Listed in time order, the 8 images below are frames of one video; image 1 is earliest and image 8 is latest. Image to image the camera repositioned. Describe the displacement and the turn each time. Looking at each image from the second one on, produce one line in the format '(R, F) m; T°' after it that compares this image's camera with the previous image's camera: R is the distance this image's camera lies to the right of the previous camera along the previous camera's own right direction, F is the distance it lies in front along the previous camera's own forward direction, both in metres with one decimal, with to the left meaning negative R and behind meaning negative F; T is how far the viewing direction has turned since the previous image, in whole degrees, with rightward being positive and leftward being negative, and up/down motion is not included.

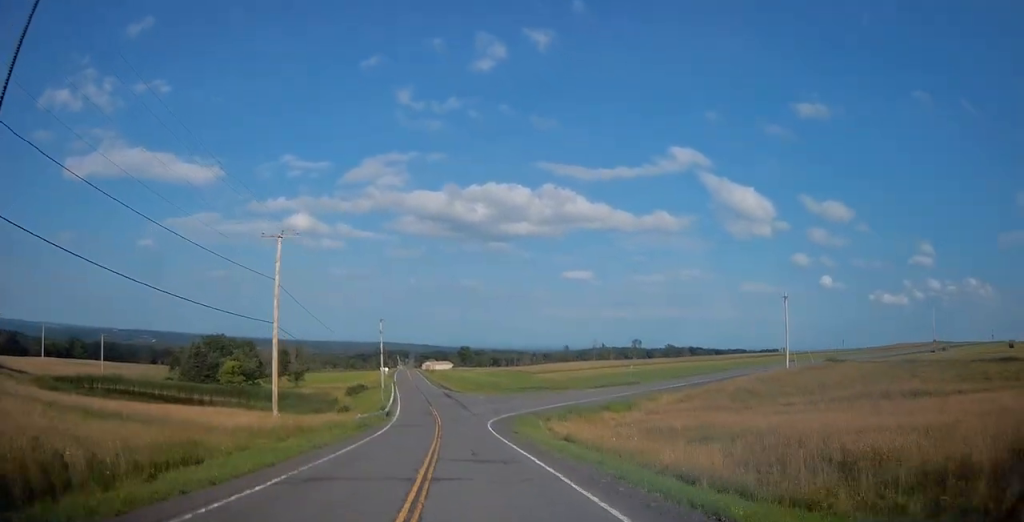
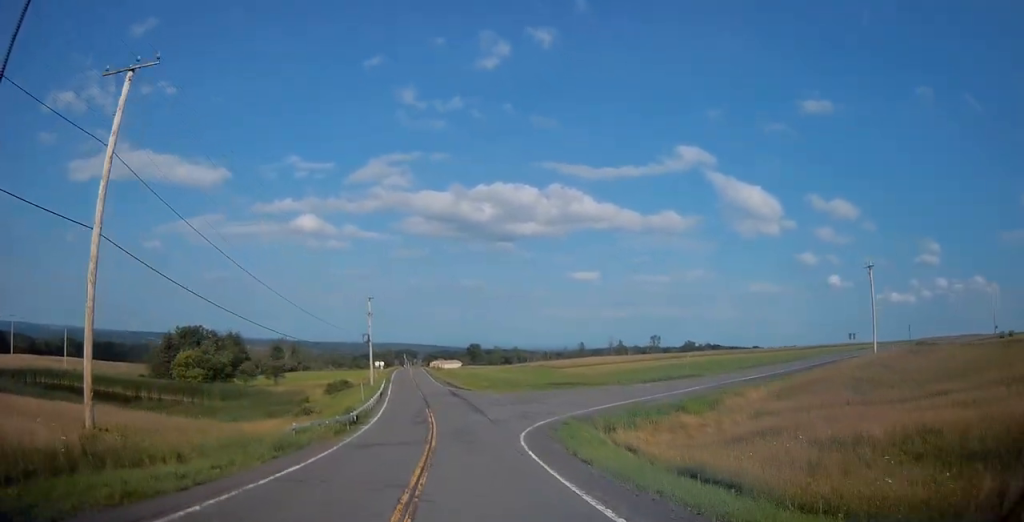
(0.0, +19.2) m; -1°
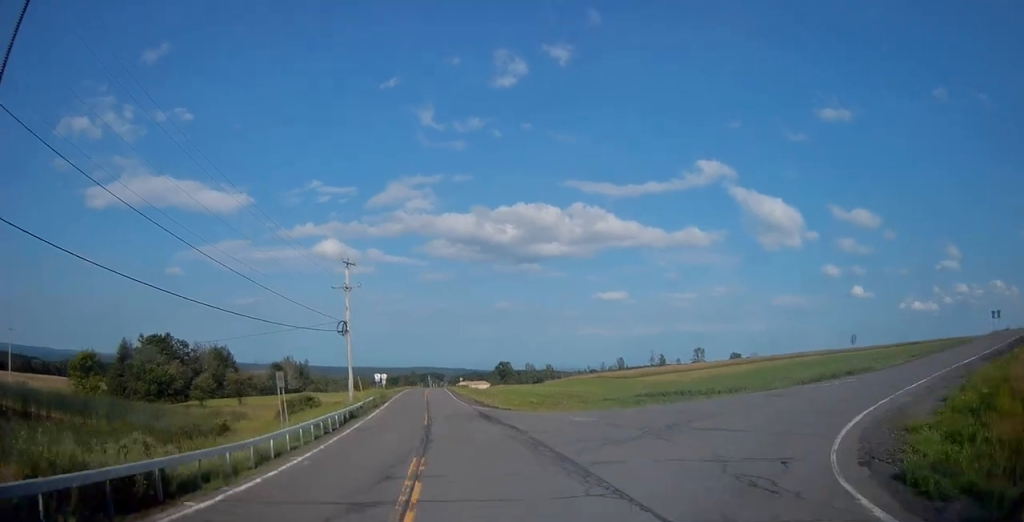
(-0.5, +27.5) m; -3°
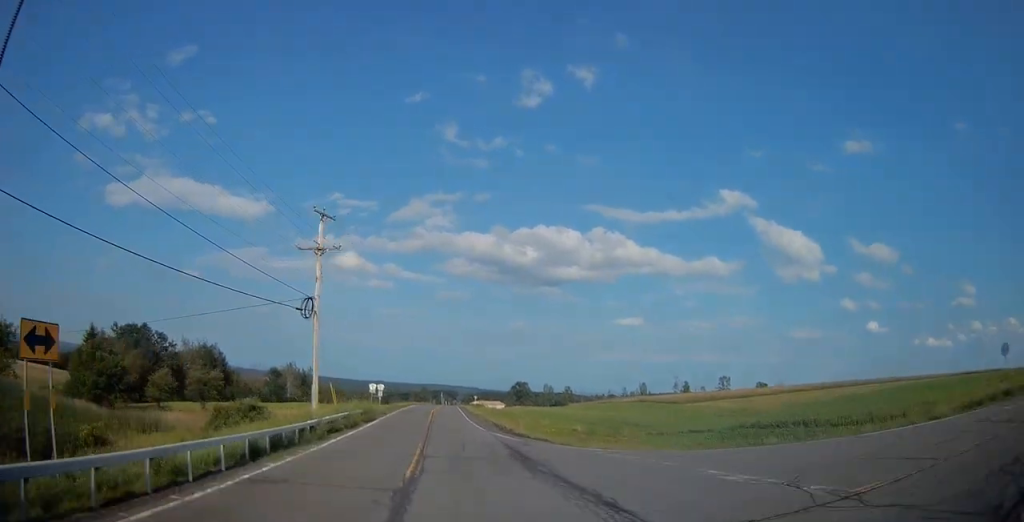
(-0.2, +14.7) m; -1°
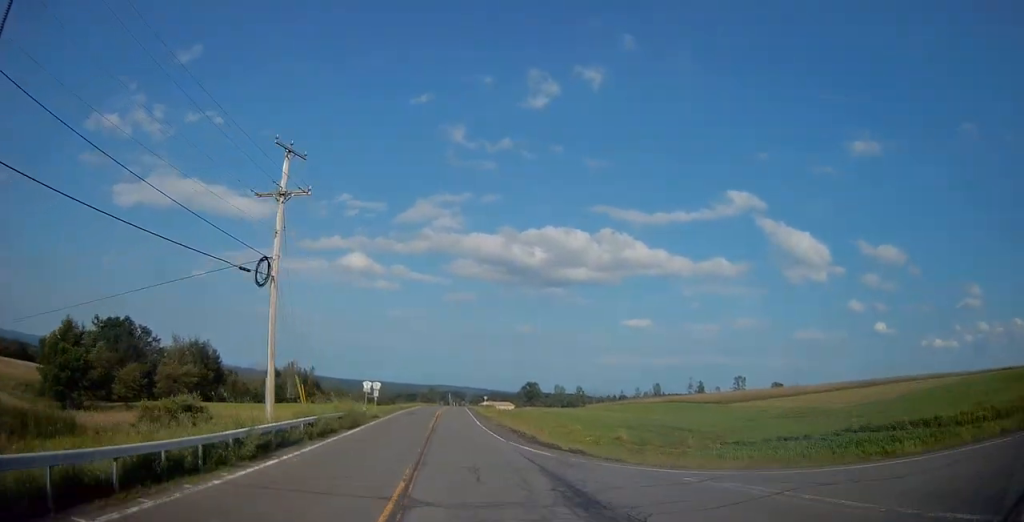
(-0.2, +8.5) m; 0°
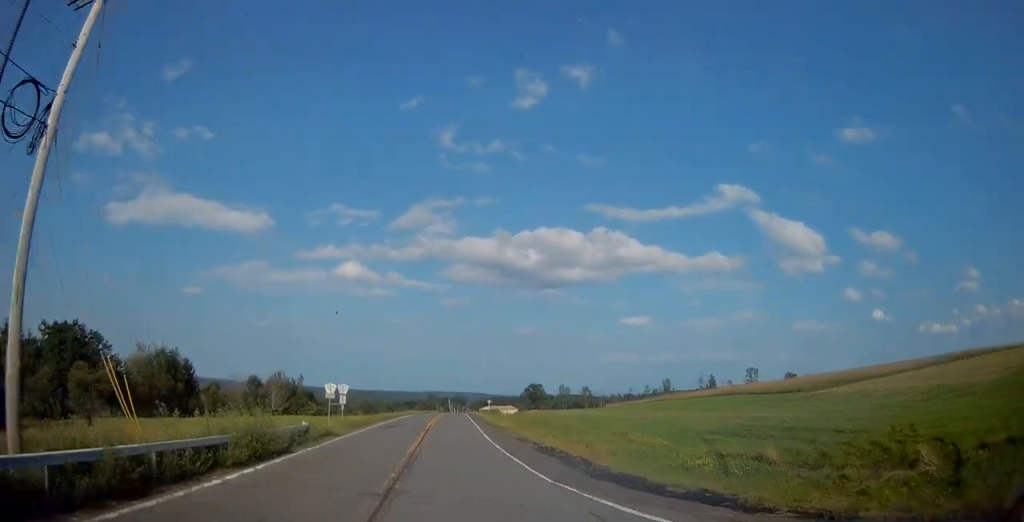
(-0.1, +14.3) m; 0°
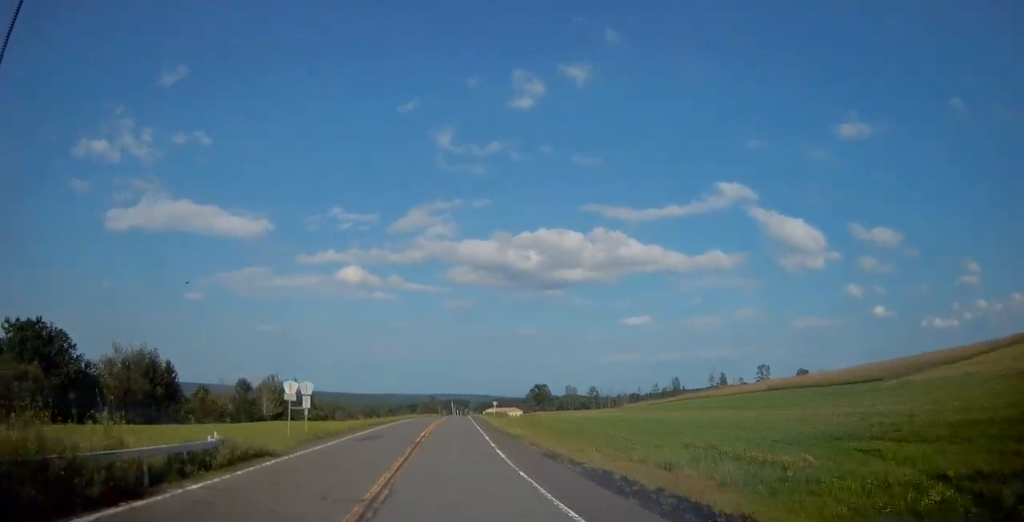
(0.0, +9.3) m; 0°
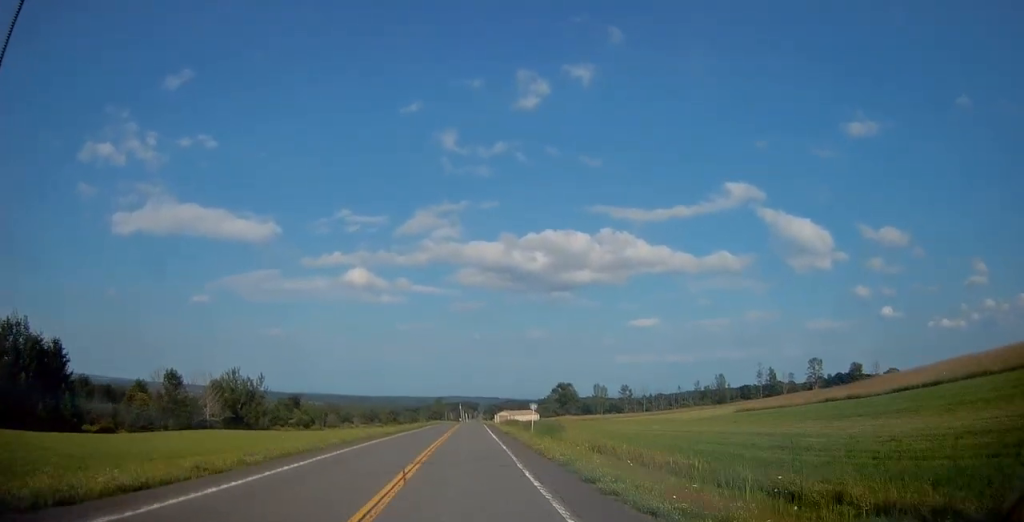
(0.0, +39.0) m; -1°
